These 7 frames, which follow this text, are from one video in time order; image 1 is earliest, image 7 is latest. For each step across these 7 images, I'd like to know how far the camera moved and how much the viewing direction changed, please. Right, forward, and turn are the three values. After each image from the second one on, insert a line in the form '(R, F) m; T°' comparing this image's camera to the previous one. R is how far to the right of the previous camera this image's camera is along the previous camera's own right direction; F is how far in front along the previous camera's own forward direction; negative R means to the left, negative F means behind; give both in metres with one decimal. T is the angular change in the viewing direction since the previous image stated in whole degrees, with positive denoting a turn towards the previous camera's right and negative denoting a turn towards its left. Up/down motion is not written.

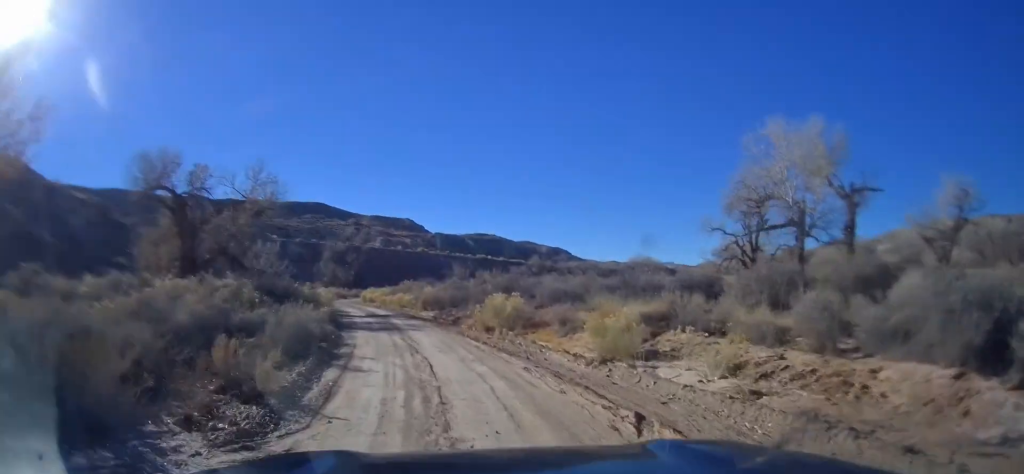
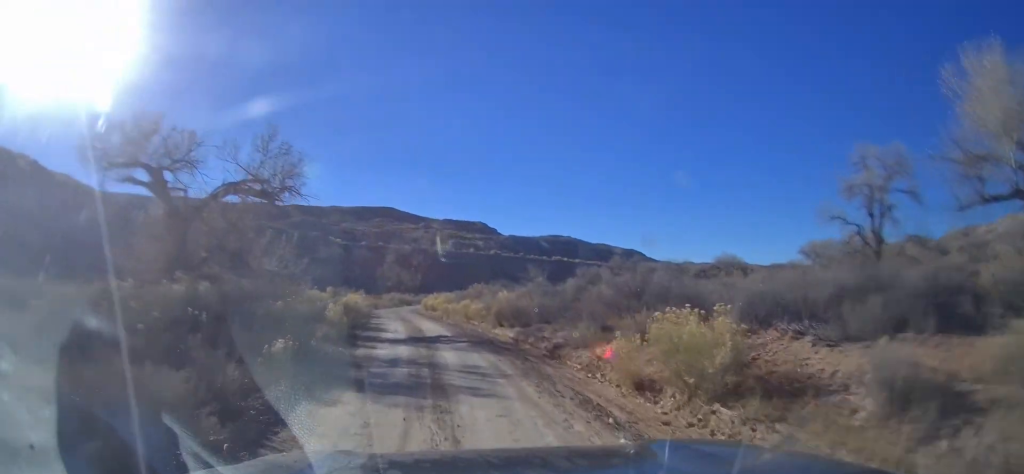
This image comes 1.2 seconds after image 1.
(-0.1, +12.6) m; -5°
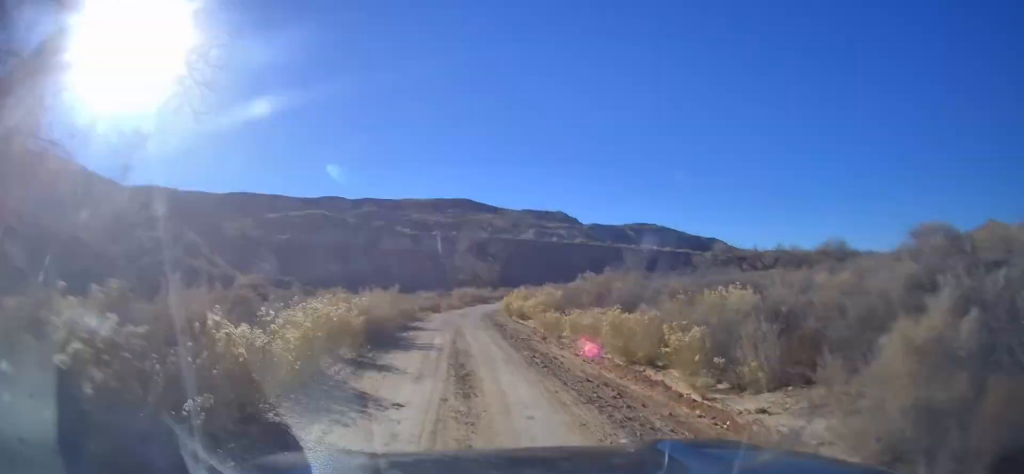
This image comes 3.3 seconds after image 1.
(-2.3, +23.4) m; -9°
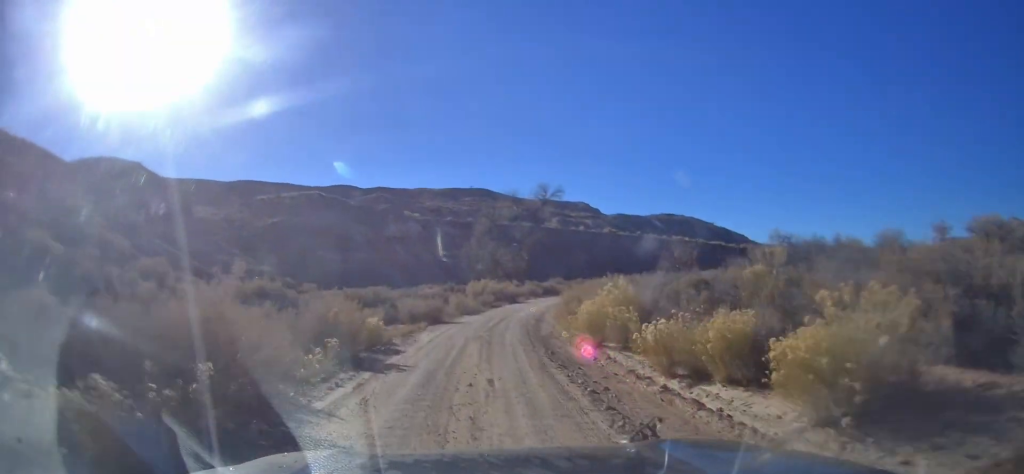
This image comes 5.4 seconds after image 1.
(-1.1, +22.0) m; -2°
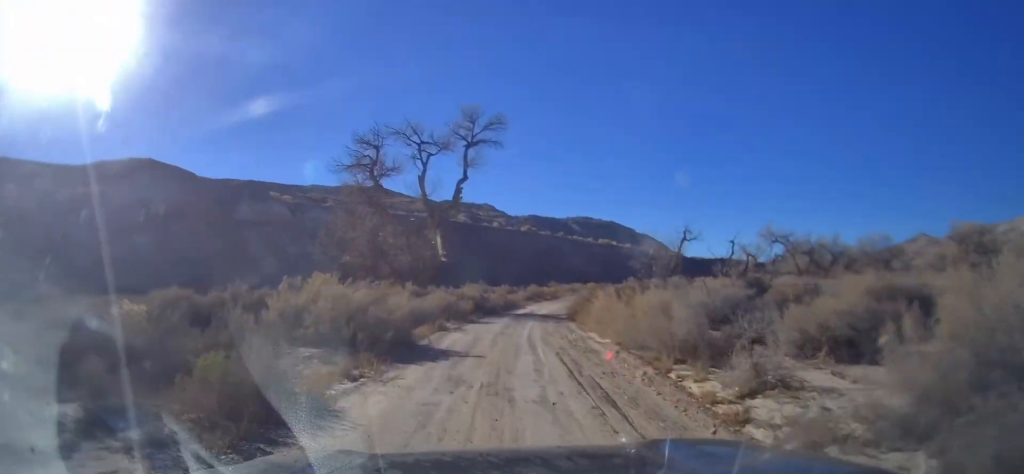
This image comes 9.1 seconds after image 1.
(+2.1, +39.5) m; +8°
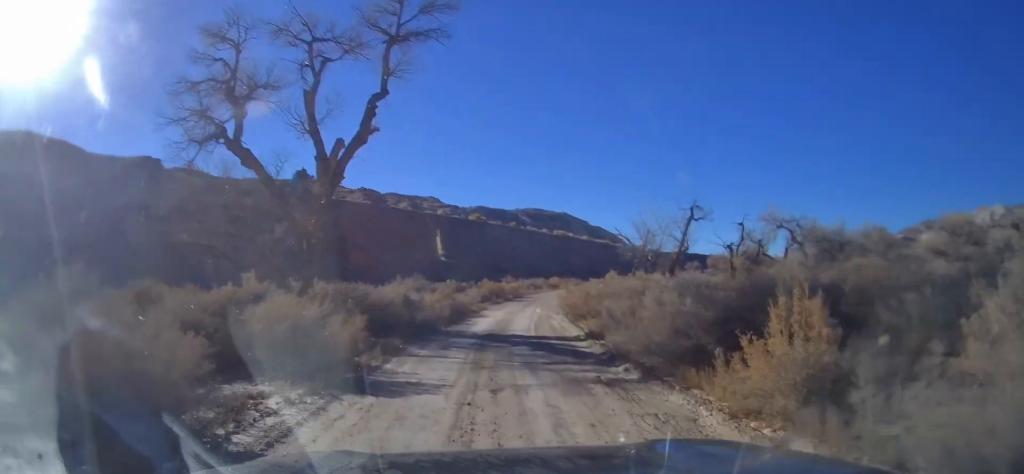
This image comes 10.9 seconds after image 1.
(+0.9, +20.2) m; +4°
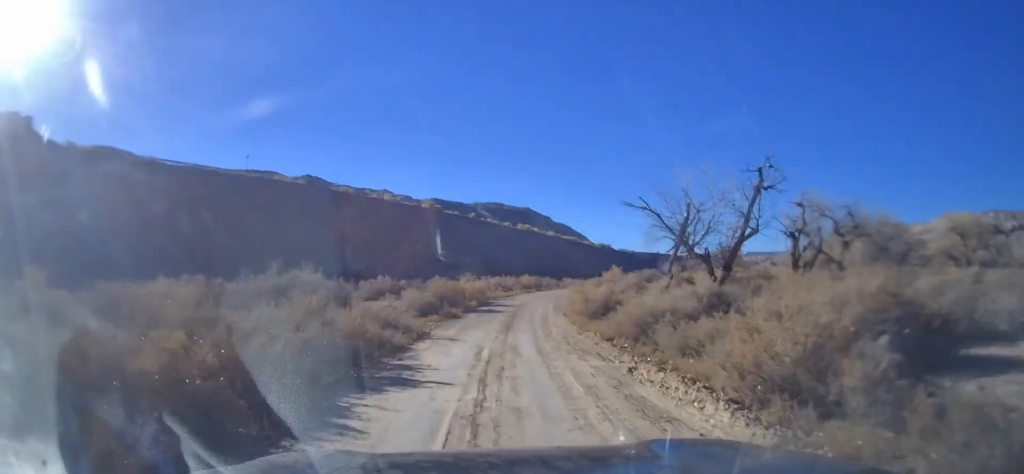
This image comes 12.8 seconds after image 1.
(+0.8, +22.0) m; +7°
